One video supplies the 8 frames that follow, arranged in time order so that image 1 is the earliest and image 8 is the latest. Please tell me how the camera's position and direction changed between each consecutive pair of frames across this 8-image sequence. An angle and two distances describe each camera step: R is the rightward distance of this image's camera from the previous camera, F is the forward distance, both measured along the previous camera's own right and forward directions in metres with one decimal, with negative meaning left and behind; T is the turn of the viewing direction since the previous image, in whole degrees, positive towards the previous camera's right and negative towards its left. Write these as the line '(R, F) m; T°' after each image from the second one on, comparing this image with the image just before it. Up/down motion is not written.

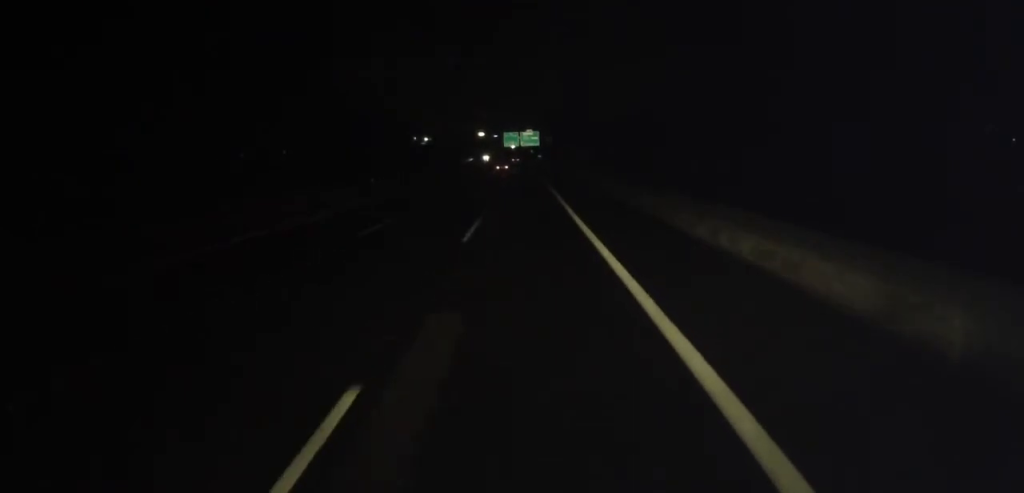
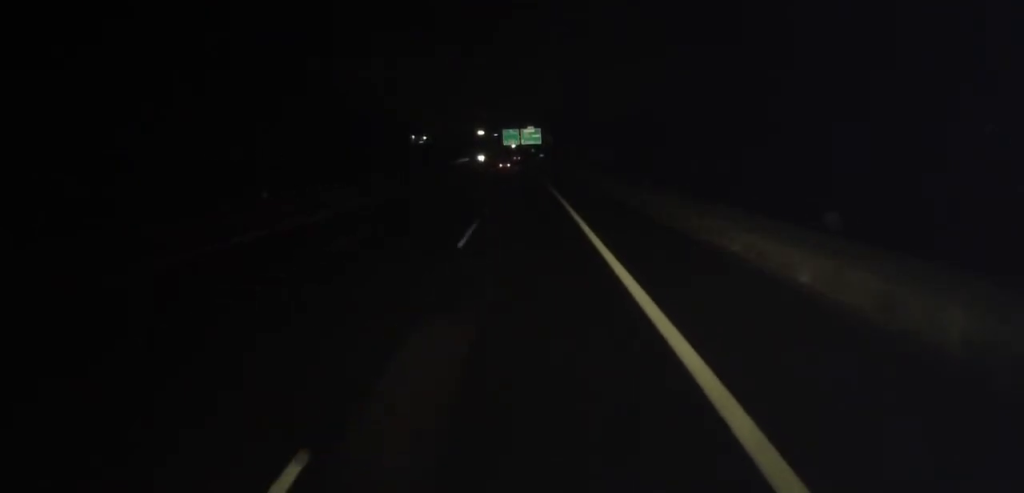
(0.0, +19.5) m; 0°
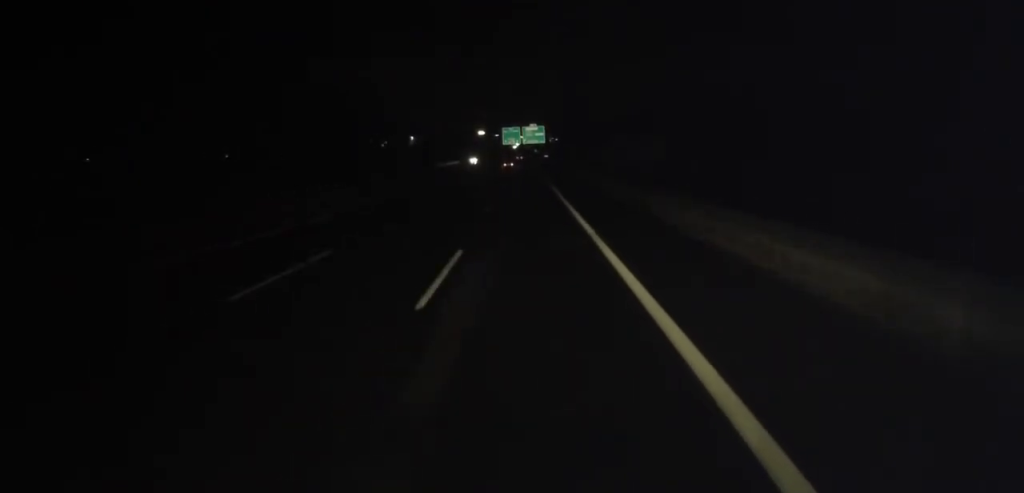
(-0.2, +24.3) m; -1°
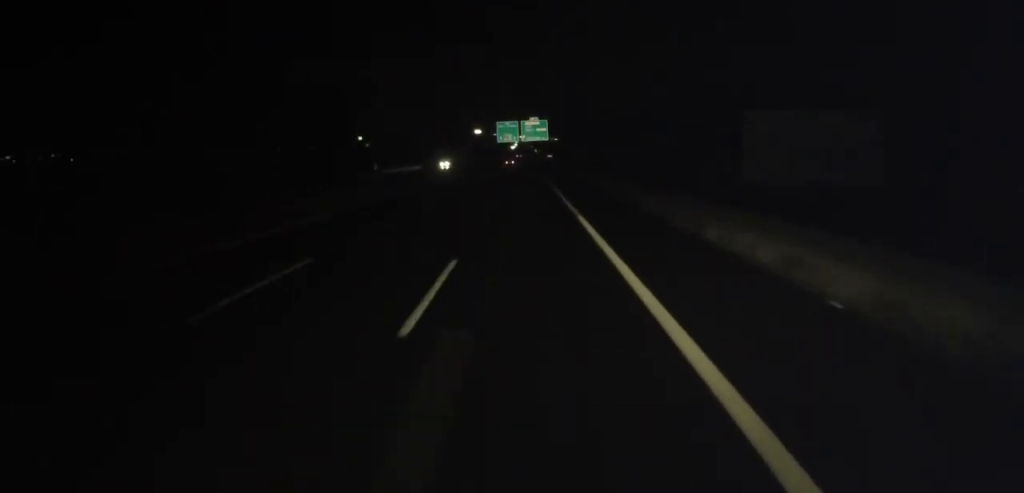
(0.0, +37.1) m; +1°
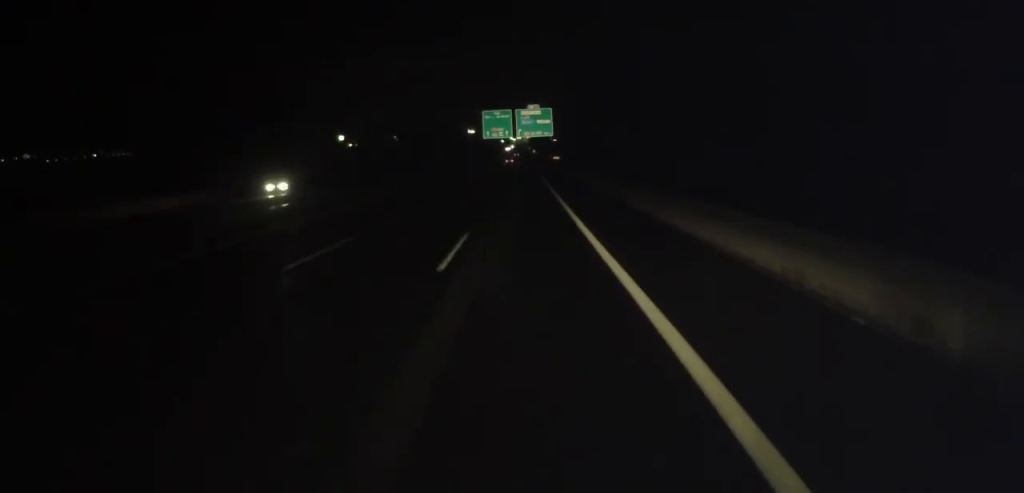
(+0.6, +48.8) m; 0°
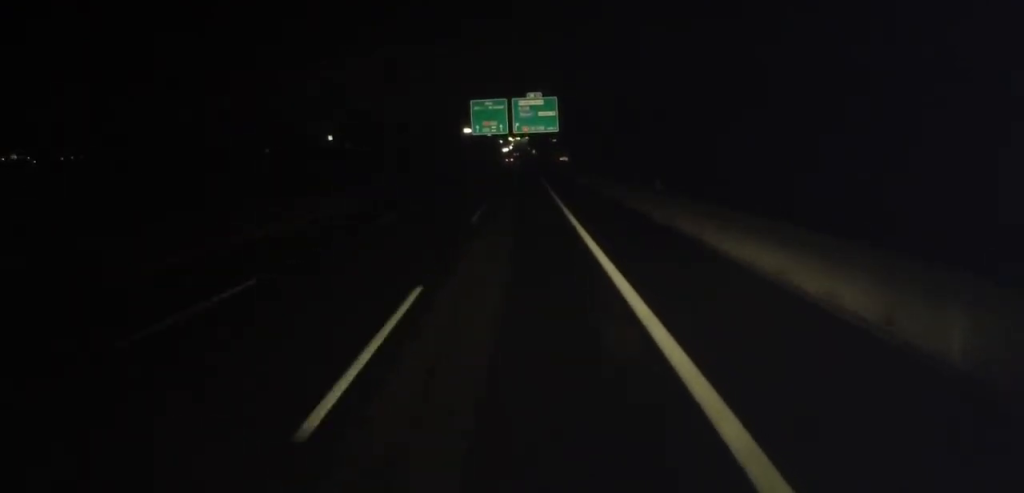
(-0.6, +26.1) m; +1°
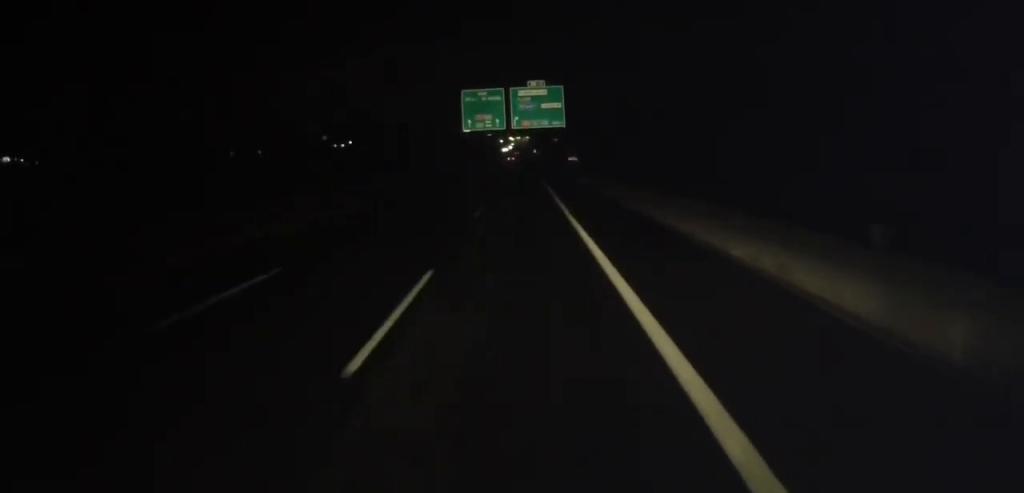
(+0.5, +16.3) m; 0°
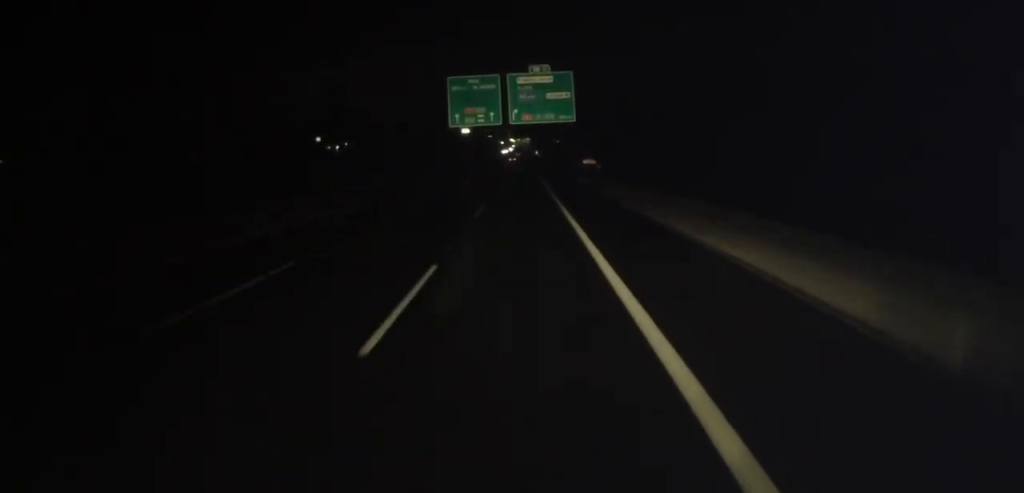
(+0.1, +17.1) m; 0°
